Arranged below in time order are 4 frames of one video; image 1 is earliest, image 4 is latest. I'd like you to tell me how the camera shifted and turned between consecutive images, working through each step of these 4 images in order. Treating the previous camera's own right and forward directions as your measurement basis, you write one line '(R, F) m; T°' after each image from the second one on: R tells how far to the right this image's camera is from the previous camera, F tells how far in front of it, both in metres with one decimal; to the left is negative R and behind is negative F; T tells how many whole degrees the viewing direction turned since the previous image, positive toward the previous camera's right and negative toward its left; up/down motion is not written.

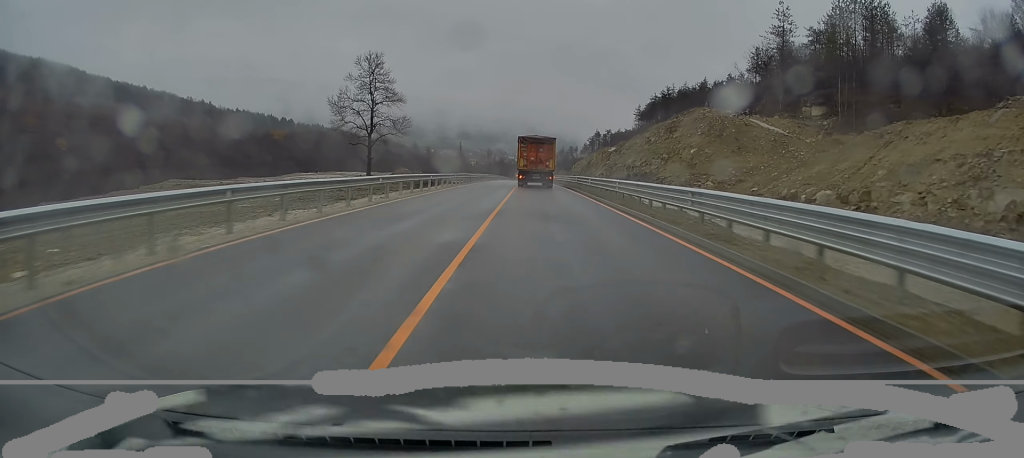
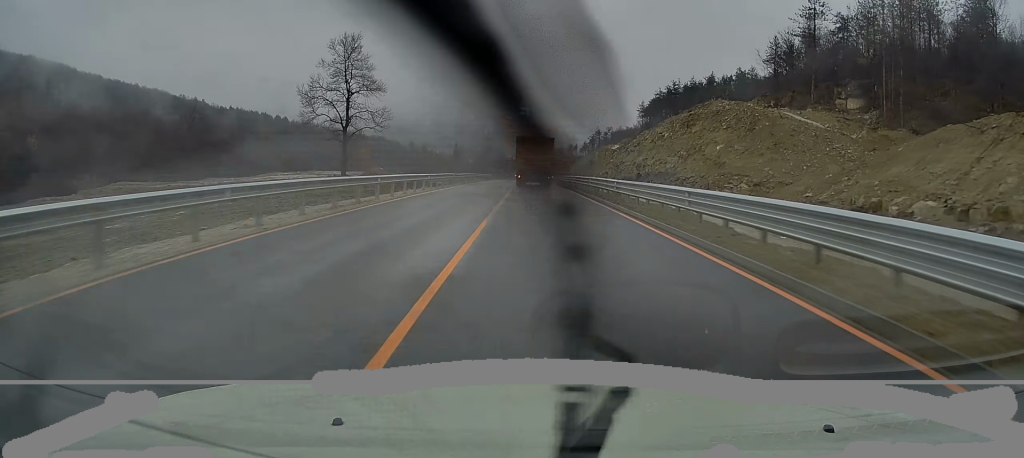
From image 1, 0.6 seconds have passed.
(0.0, +12.1) m; 0°
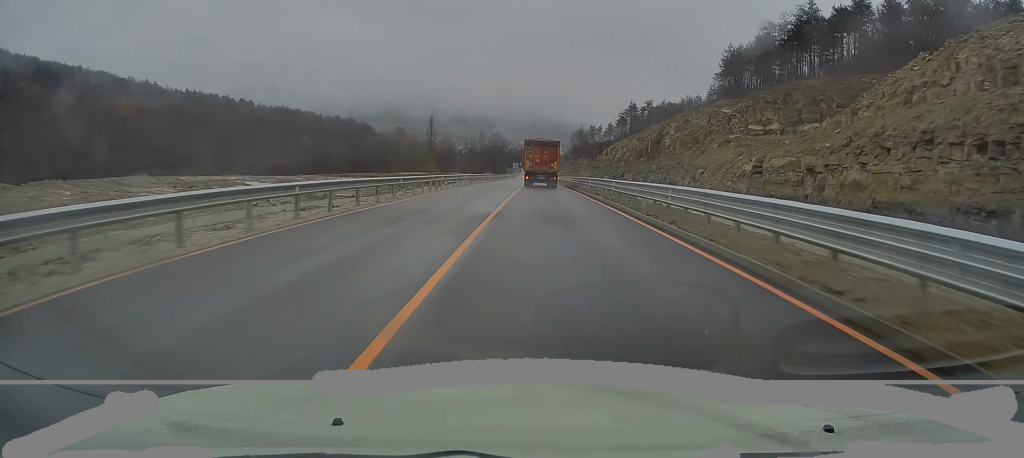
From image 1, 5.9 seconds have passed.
(-0.1, +104.9) m; 0°
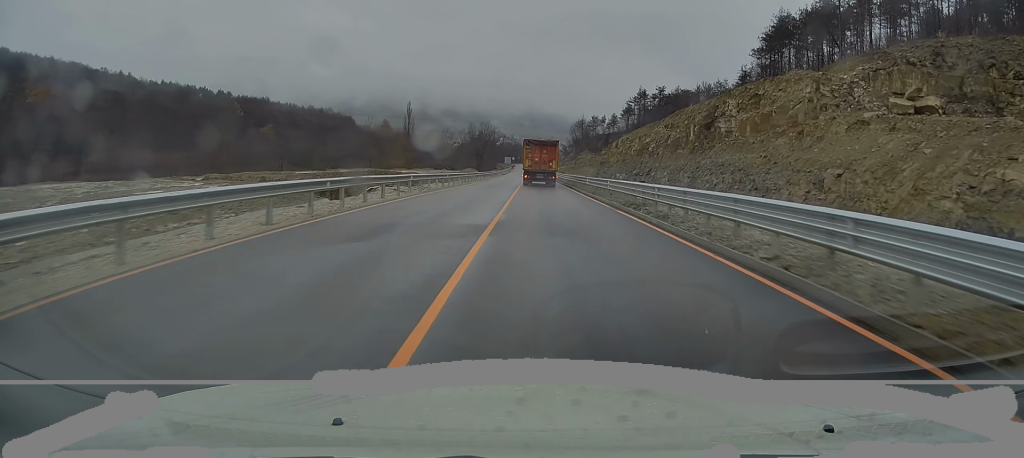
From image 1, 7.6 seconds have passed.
(+0.3, +33.5) m; +1°
